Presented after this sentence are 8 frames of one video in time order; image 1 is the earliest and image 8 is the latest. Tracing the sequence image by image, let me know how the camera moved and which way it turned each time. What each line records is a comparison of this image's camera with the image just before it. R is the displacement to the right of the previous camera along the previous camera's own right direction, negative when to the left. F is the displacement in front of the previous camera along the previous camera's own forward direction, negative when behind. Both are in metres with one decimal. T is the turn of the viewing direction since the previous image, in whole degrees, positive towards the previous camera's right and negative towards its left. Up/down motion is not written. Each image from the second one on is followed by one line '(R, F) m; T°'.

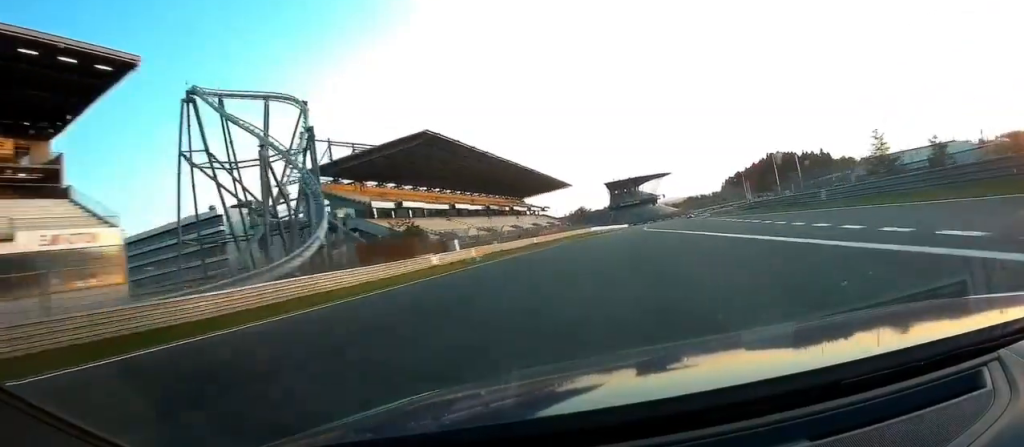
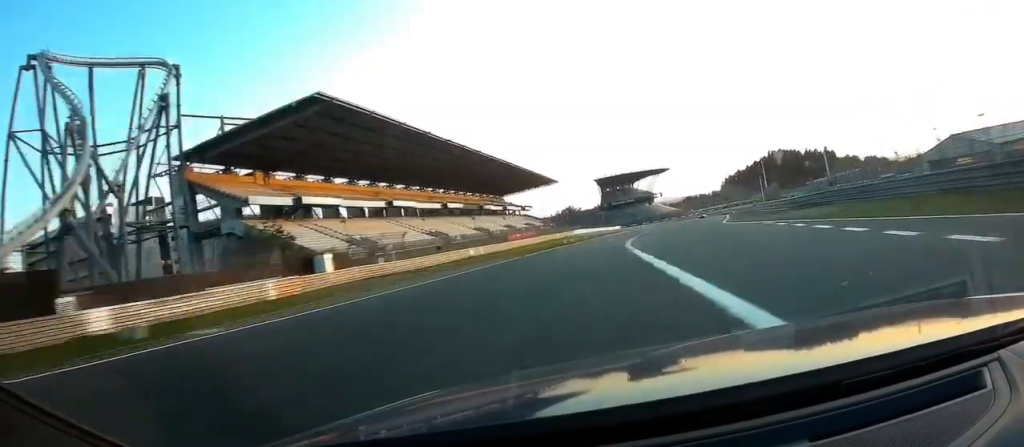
(-0.1, +23.1) m; +1°
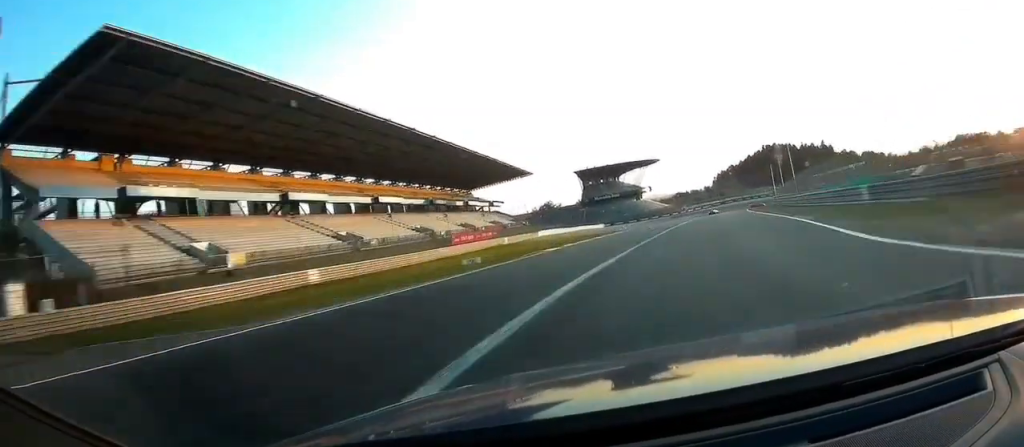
(-0.4, +22.9) m; +1°
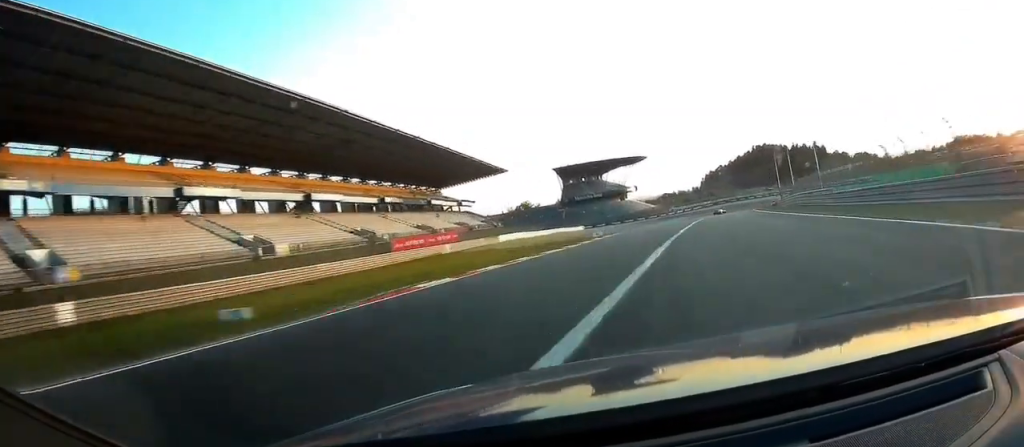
(+0.6, +14.5) m; +3°
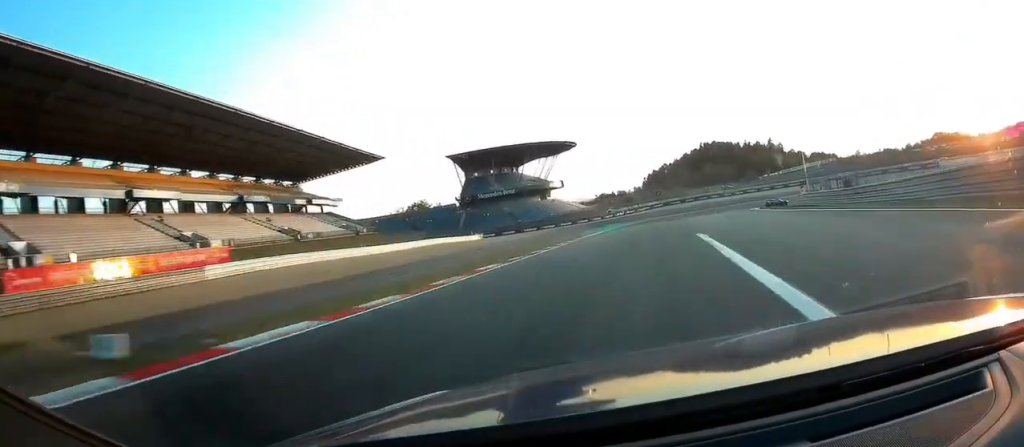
(+3.5, +44.2) m; +8°
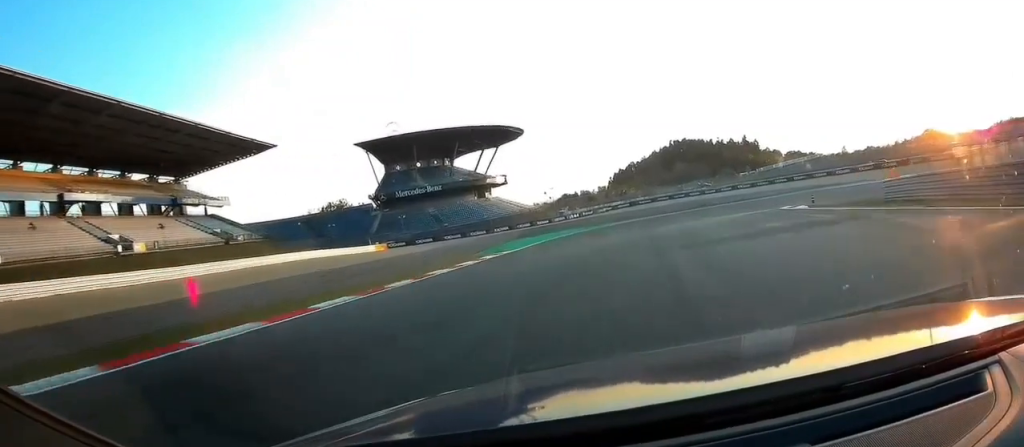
(+1.0, +28.5) m; +2°
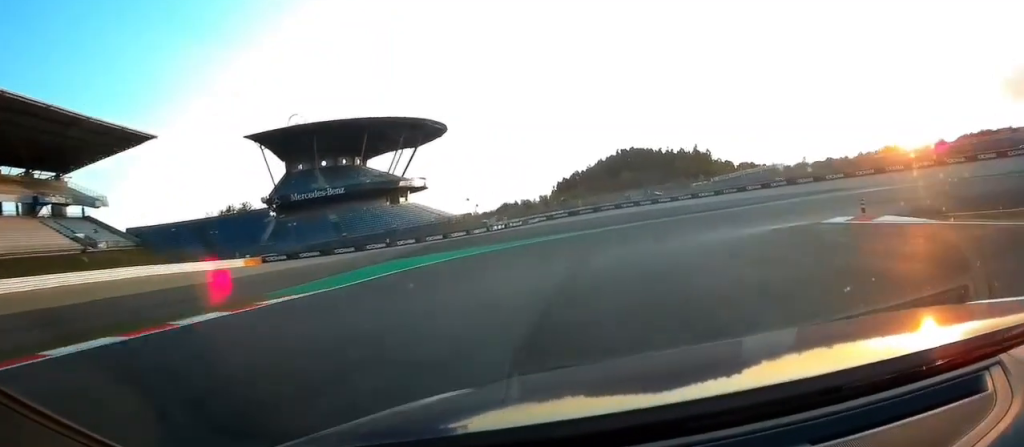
(+0.1, +19.7) m; +5°
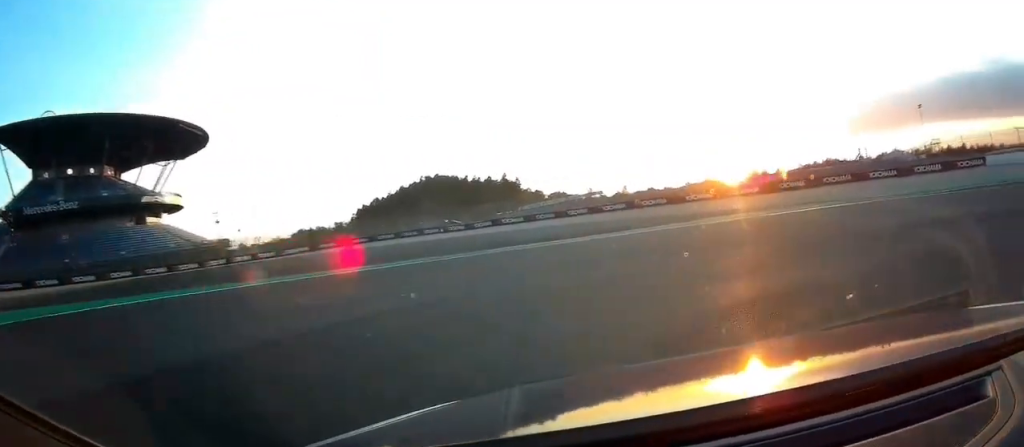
(+3.0, +24.6) m; +31°
